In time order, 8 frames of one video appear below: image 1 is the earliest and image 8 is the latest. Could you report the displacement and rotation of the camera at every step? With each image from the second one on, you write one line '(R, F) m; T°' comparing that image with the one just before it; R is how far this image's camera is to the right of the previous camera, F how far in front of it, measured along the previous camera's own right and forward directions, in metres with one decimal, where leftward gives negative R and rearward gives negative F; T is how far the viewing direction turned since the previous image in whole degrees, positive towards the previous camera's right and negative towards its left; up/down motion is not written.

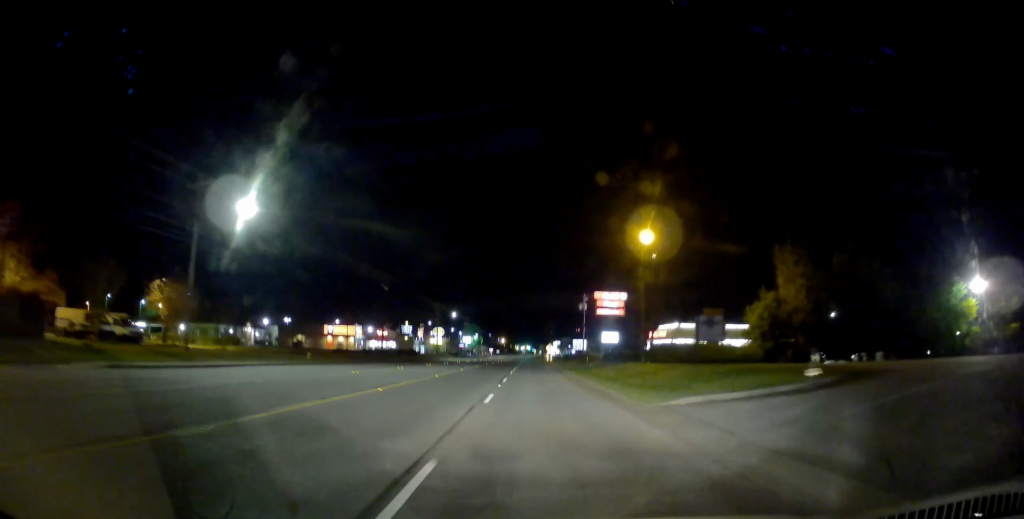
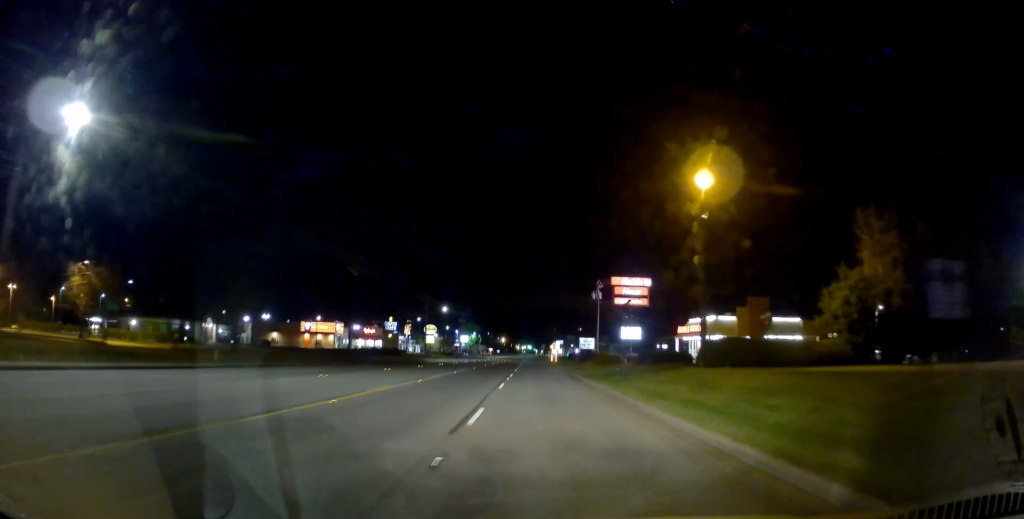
(-0.1, +17.0) m; 0°
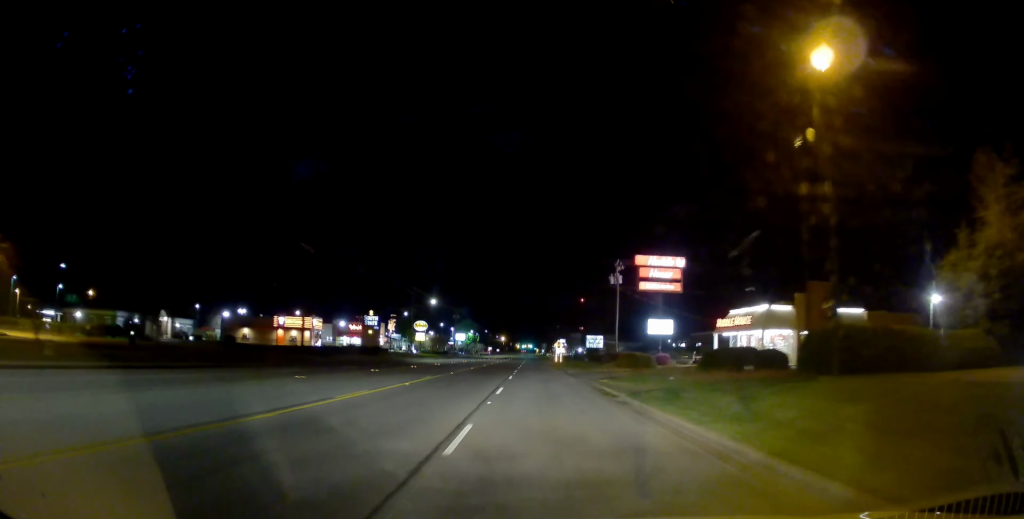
(0.0, +16.0) m; 0°
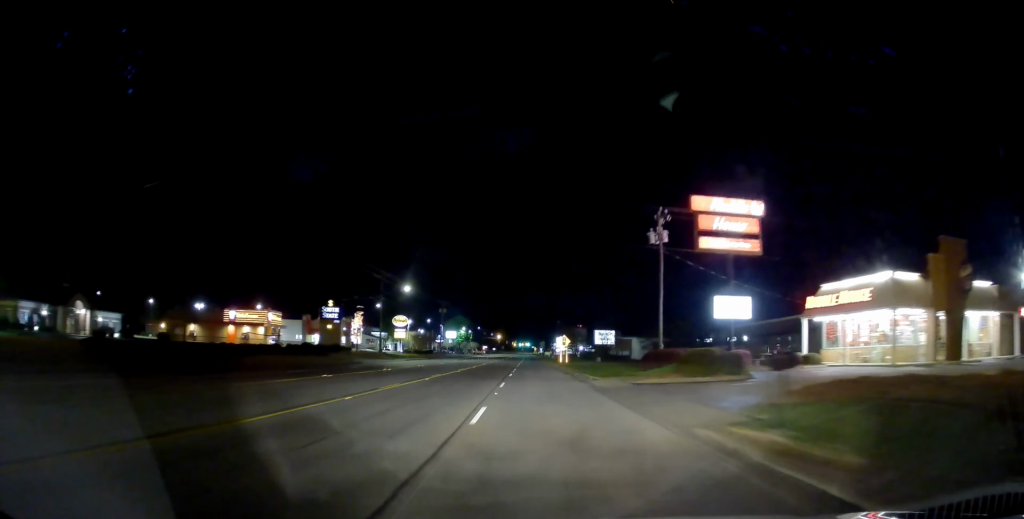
(-0.2, +20.9) m; -1°
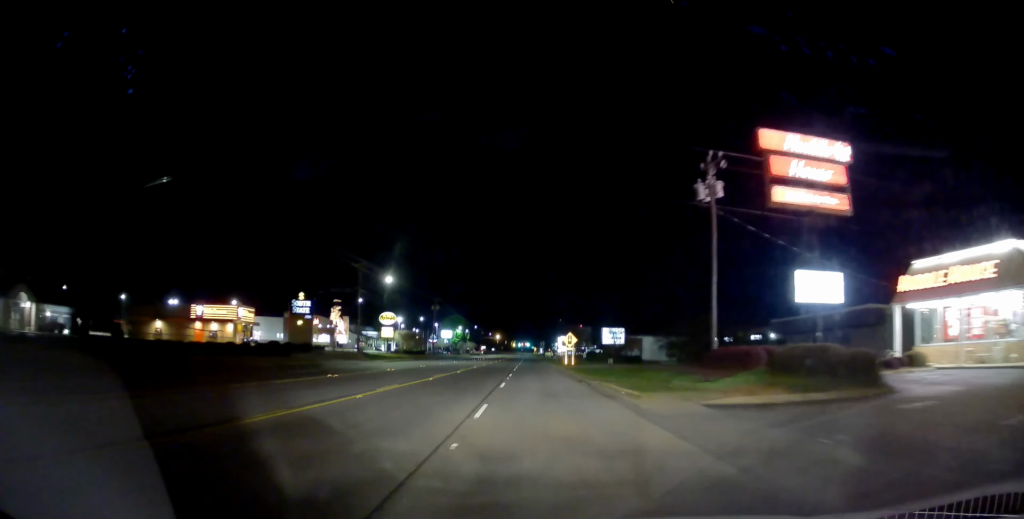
(0.0, +11.2) m; 0°
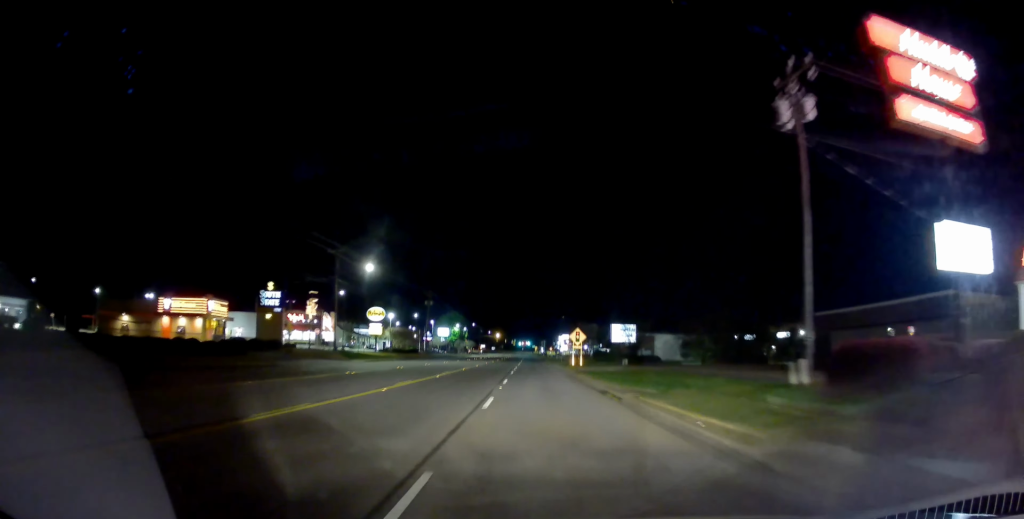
(+0.1, +9.5) m; +1°
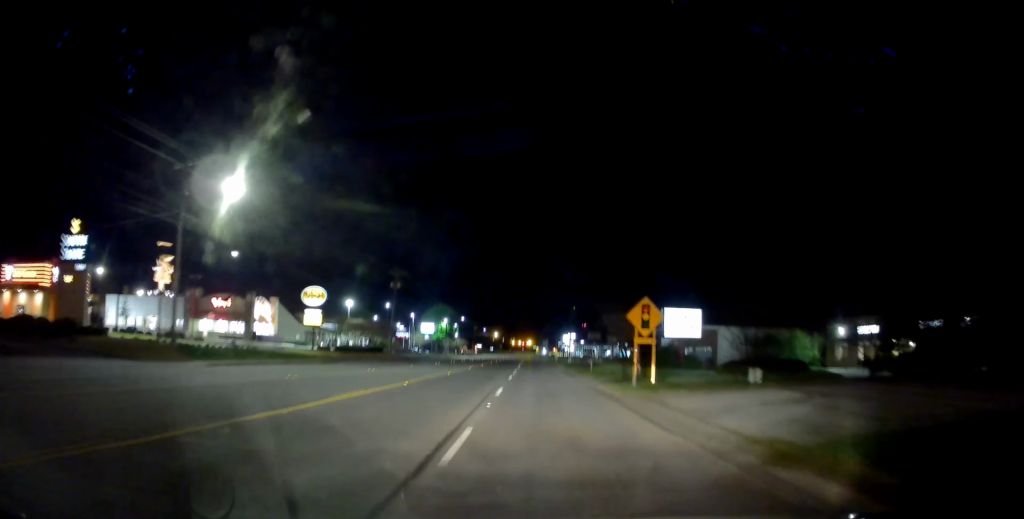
(0.0, +32.0) m; 0°
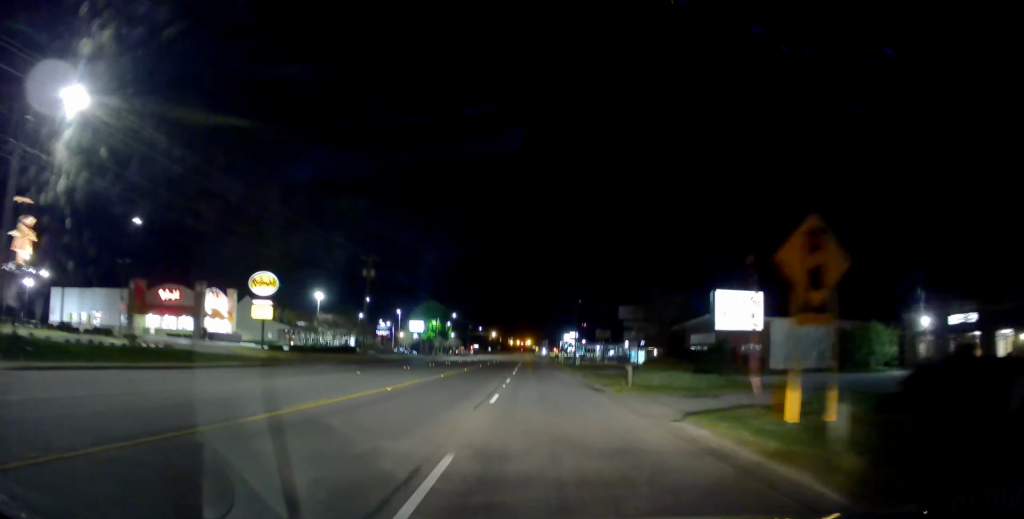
(+0.2, +14.7) m; 0°
